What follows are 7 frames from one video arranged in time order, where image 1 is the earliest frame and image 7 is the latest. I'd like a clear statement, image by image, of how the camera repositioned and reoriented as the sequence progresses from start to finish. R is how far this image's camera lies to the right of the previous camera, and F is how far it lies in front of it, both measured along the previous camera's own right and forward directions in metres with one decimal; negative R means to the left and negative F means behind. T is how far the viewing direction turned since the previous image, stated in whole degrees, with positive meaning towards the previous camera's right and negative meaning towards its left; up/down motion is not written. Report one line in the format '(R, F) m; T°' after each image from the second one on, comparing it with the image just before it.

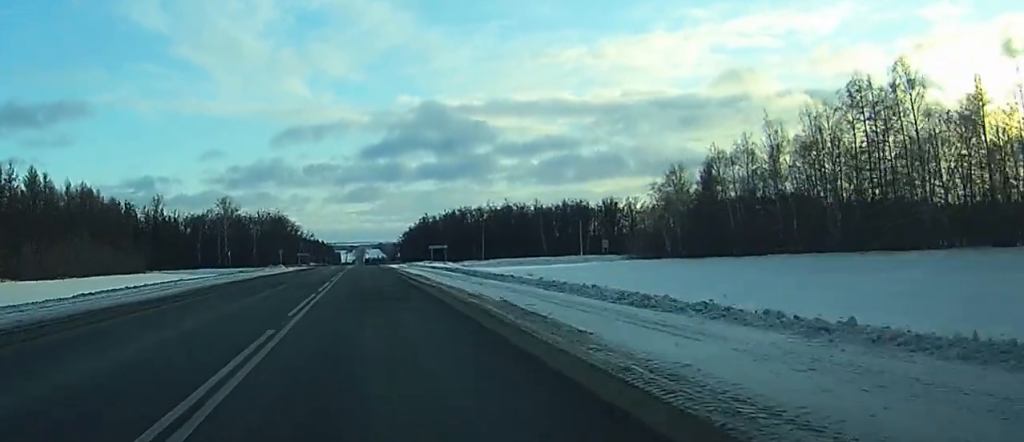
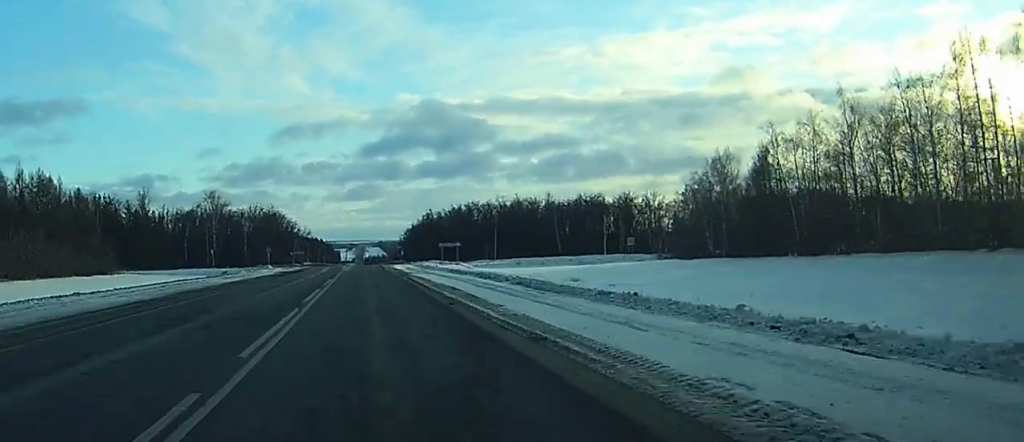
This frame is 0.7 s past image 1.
(0.0, +18.0) m; 0°
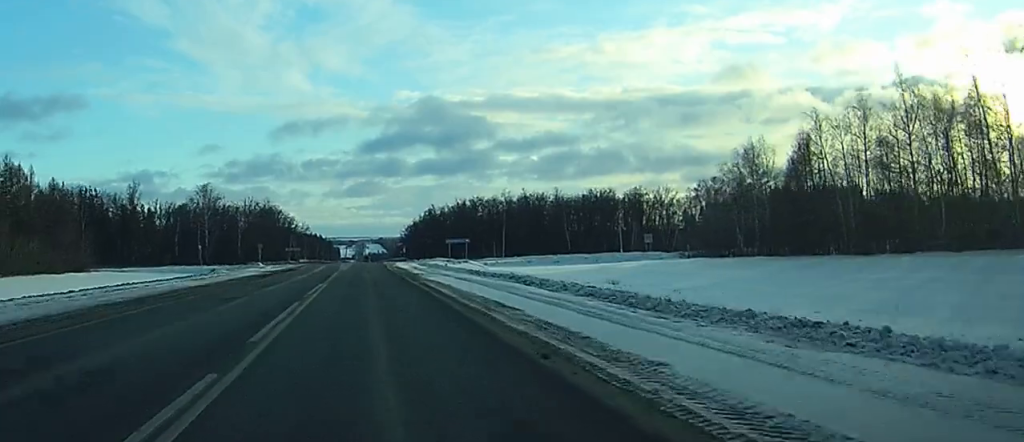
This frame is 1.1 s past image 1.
(0.0, +10.8) m; 0°
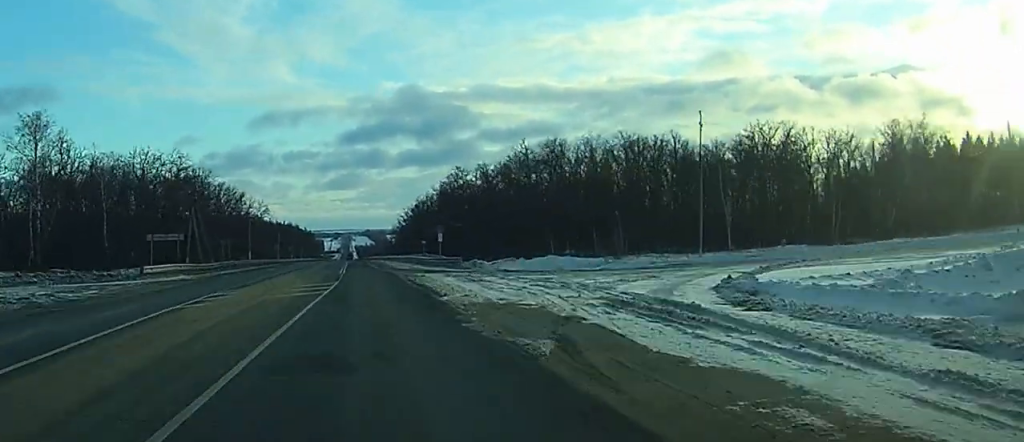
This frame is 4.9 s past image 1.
(+0.5, +102.7) m; +1°
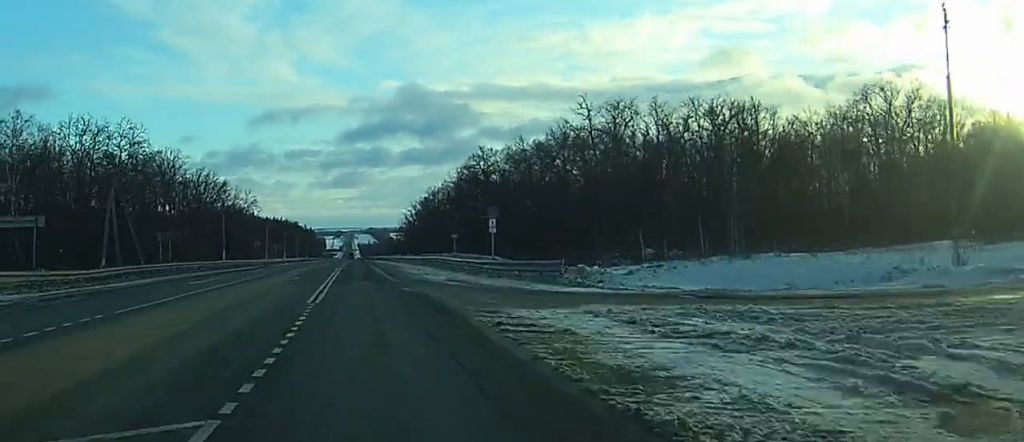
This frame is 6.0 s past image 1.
(+0.1, +30.0) m; 0°
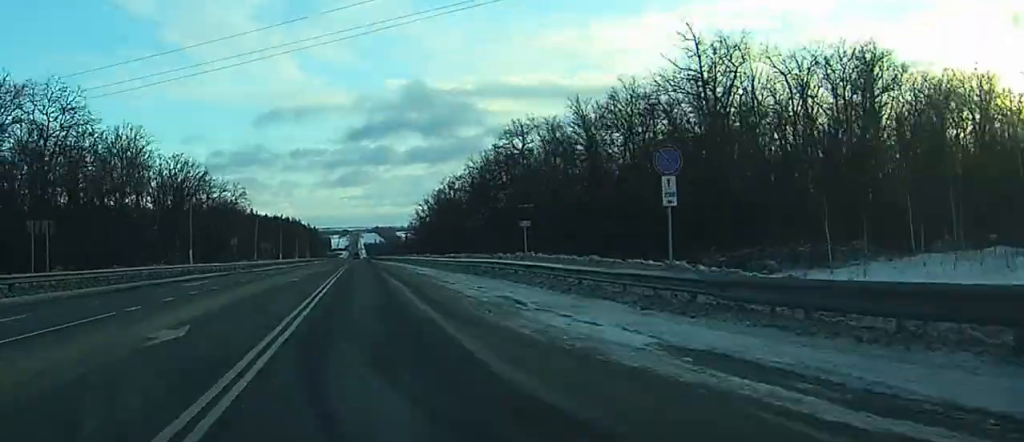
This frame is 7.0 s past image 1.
(0.0, +26.2) m; 0°
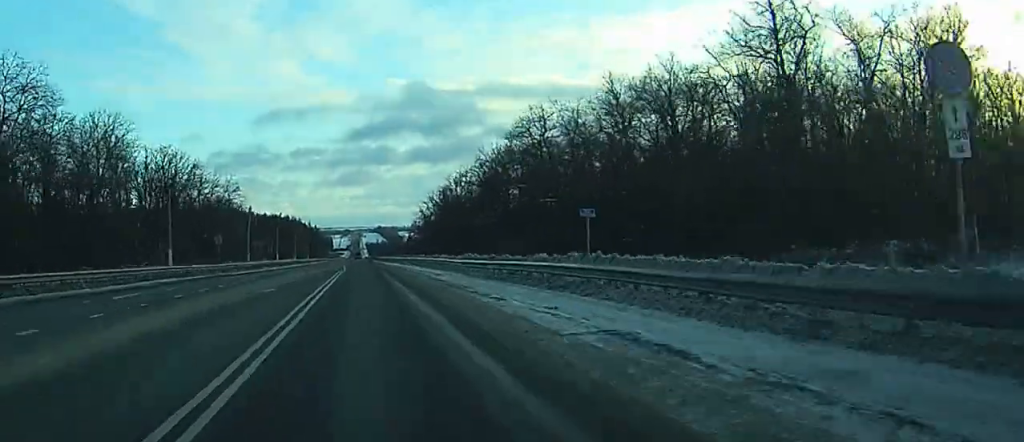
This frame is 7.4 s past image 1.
(+0.1, +10.4) m; 0°
